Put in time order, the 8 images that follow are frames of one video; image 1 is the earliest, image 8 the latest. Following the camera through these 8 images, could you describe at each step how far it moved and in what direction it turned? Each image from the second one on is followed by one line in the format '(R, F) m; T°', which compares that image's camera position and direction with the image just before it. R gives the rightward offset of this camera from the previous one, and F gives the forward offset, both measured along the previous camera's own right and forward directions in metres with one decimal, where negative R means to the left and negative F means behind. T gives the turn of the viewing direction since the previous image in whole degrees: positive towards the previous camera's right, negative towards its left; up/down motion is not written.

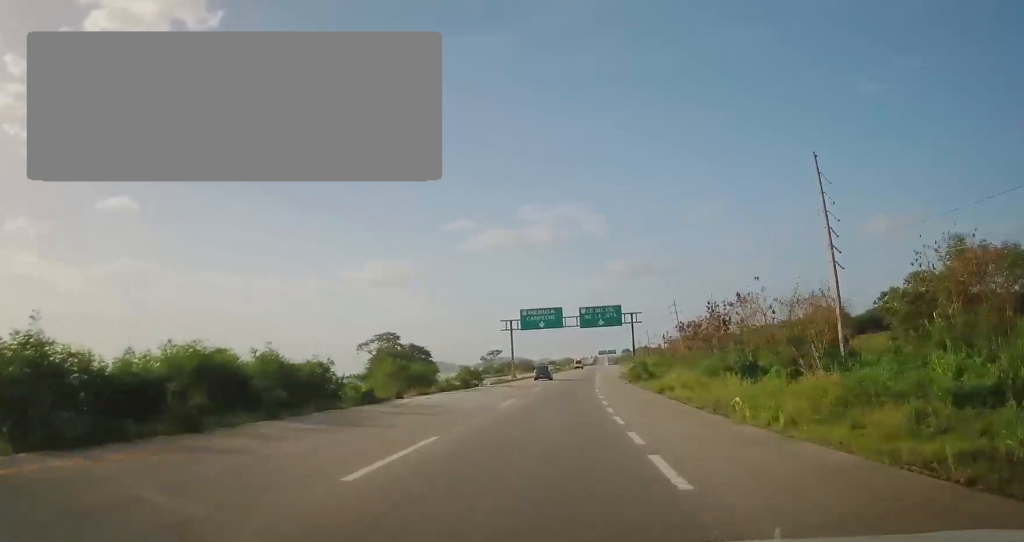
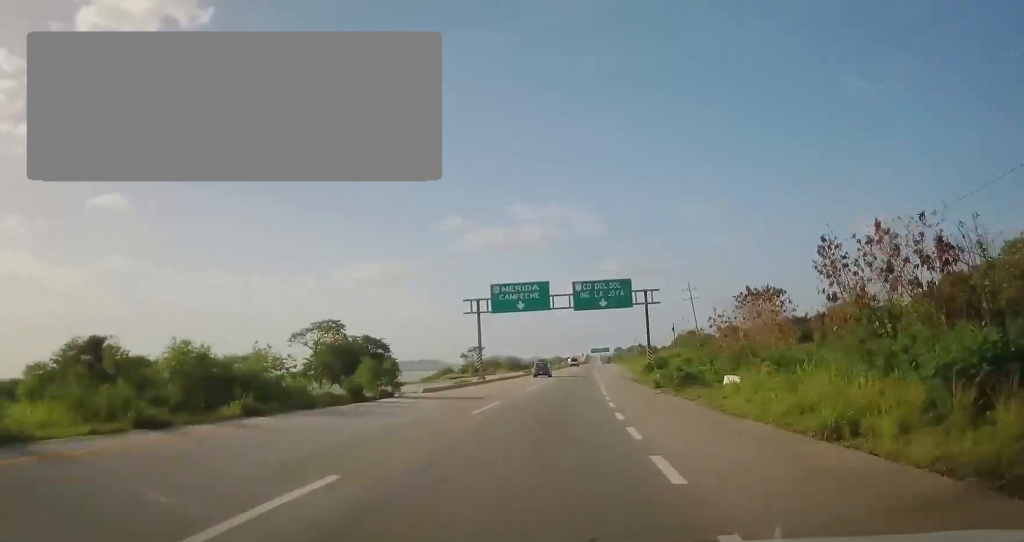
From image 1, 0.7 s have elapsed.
(-0.1, +20.6) m; +1°
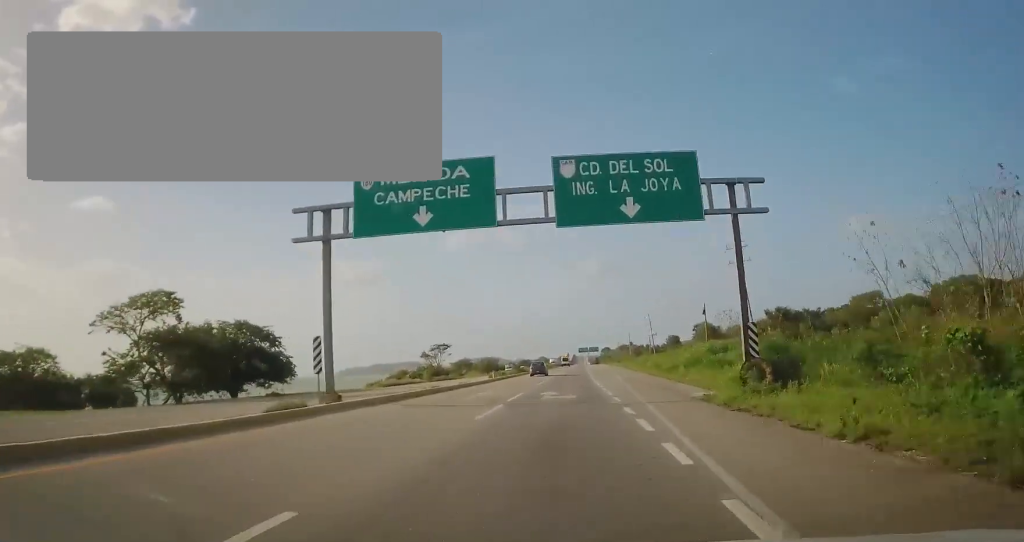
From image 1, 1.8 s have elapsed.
(+0.4, +31.8) m; +2°
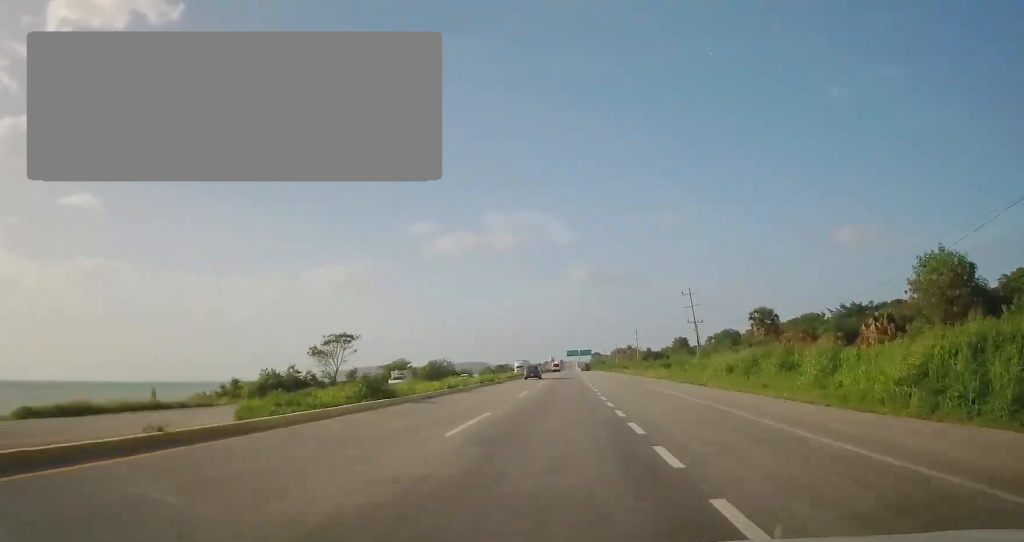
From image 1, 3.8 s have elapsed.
(+0.9, +57.9) m; +1°
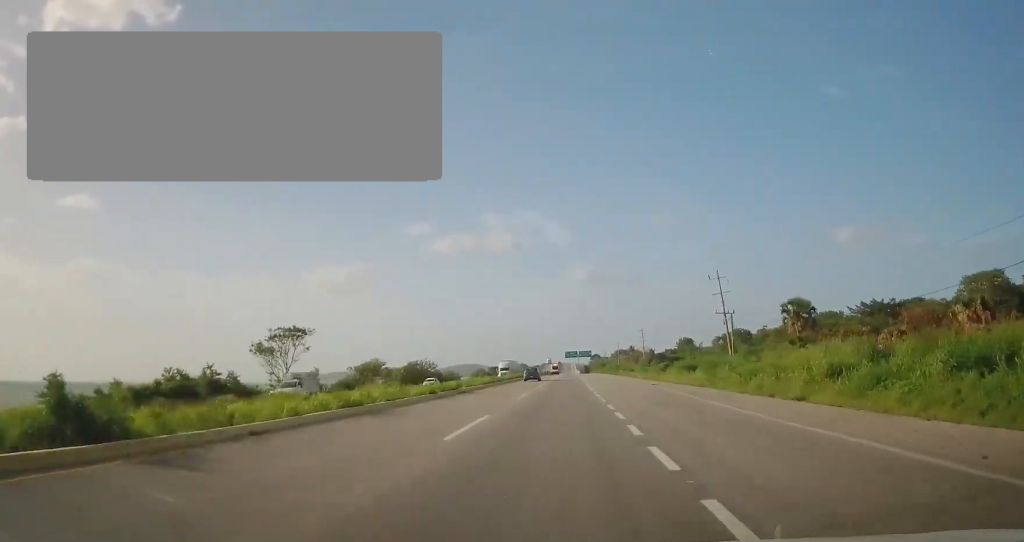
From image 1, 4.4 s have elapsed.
(0.0, +16.2) m; 0°
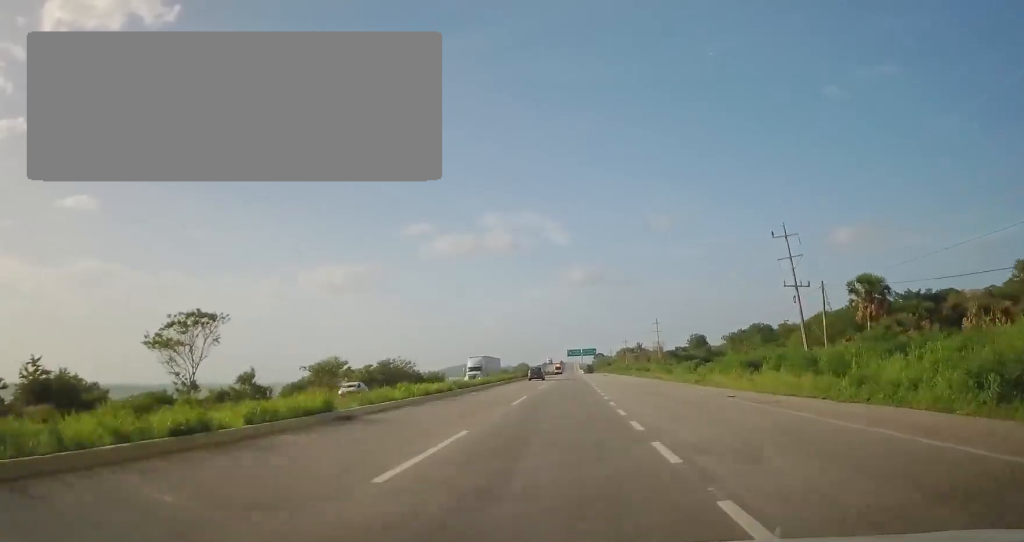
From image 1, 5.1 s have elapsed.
(+0.4, +20.3) m; 0°
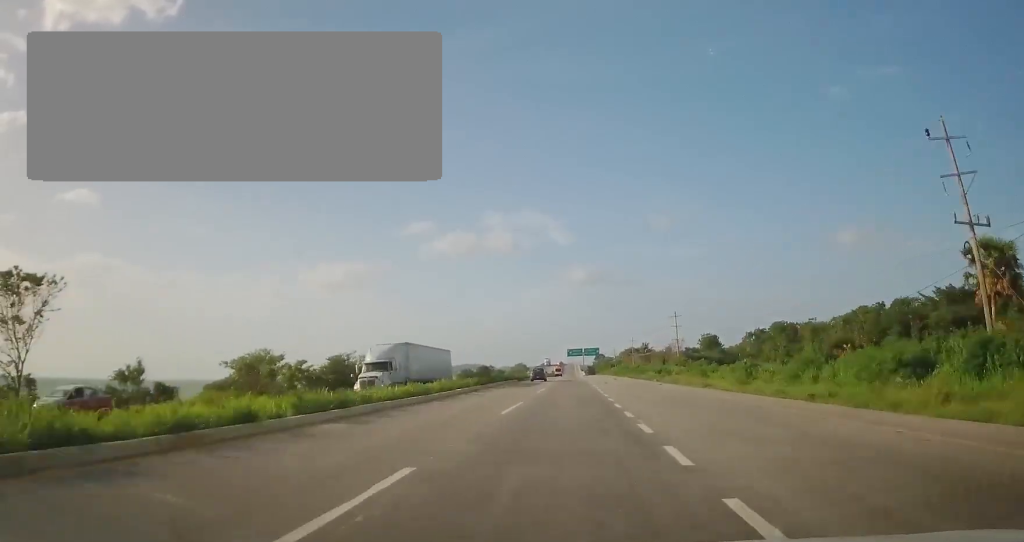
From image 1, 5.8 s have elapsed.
(-0.3, +21.0) m; -1°
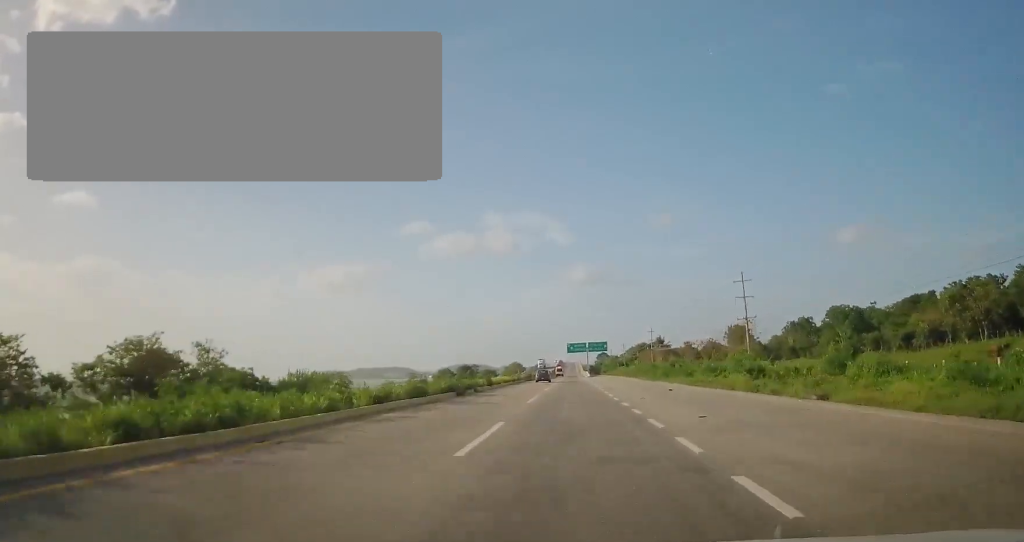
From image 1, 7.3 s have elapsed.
(-0.2, +40.0) m; 0°
